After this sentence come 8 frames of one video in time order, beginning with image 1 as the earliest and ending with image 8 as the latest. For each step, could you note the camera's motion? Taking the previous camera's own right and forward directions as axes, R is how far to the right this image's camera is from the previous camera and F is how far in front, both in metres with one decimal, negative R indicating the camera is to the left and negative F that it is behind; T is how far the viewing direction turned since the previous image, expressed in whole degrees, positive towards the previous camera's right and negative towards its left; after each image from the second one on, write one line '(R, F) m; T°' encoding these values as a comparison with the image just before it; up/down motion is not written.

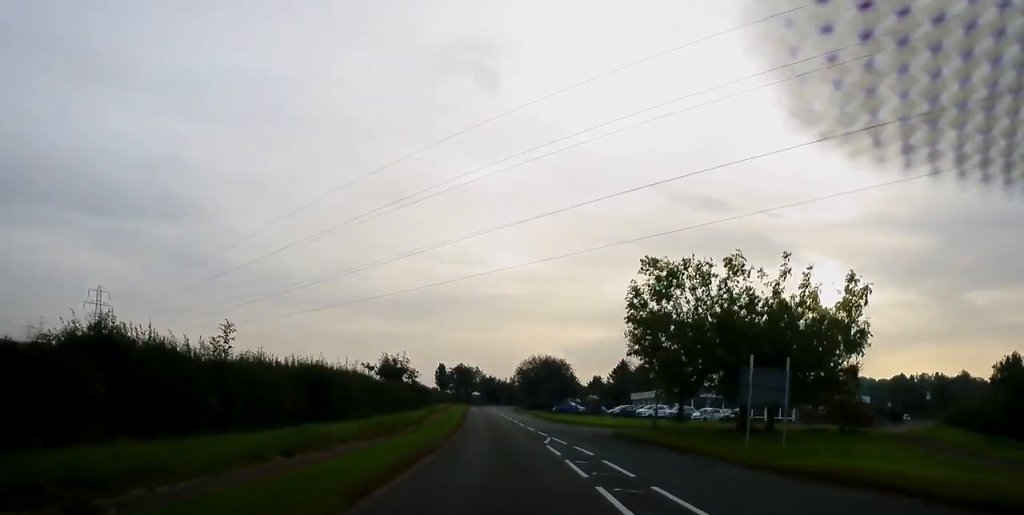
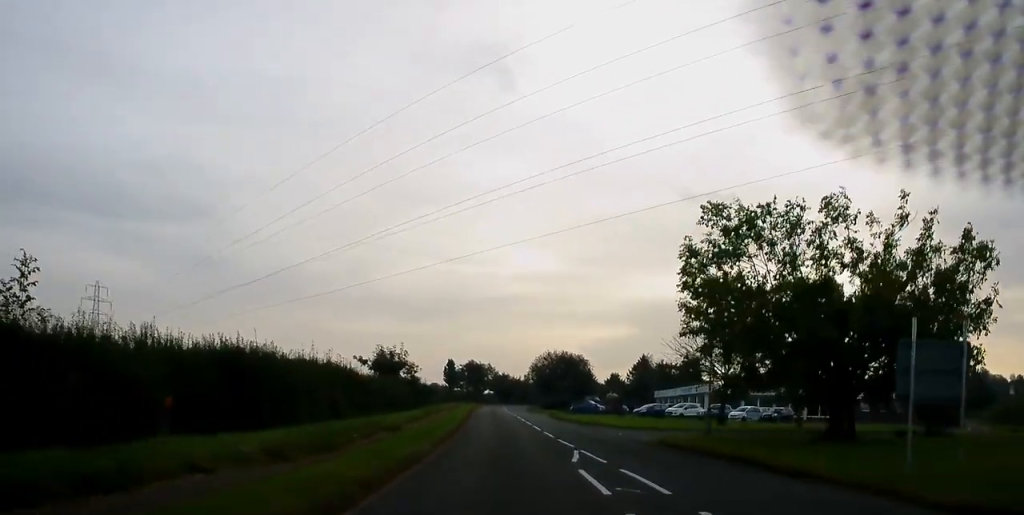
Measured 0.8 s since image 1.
(-0.3, +9.1) m; -2°
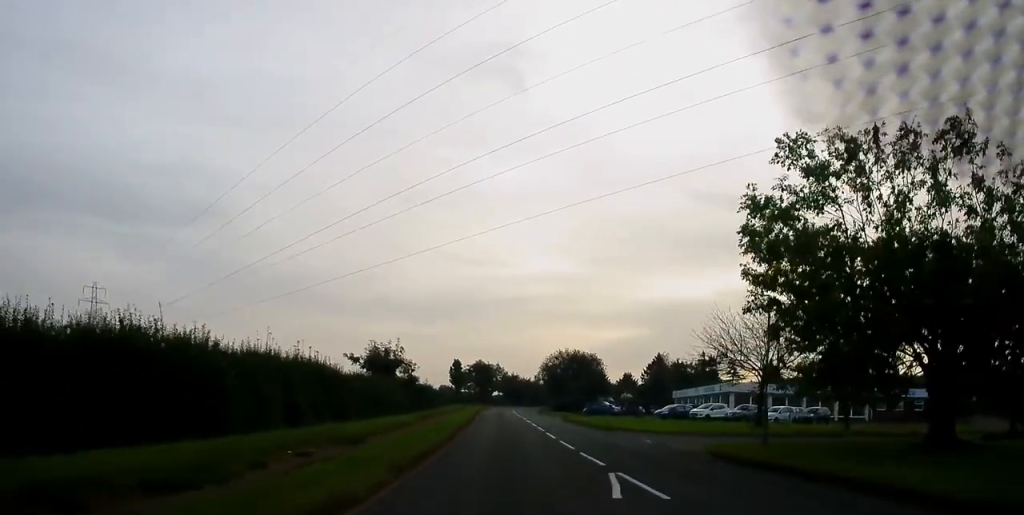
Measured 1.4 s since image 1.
(0.0, +6.6) m; 0°
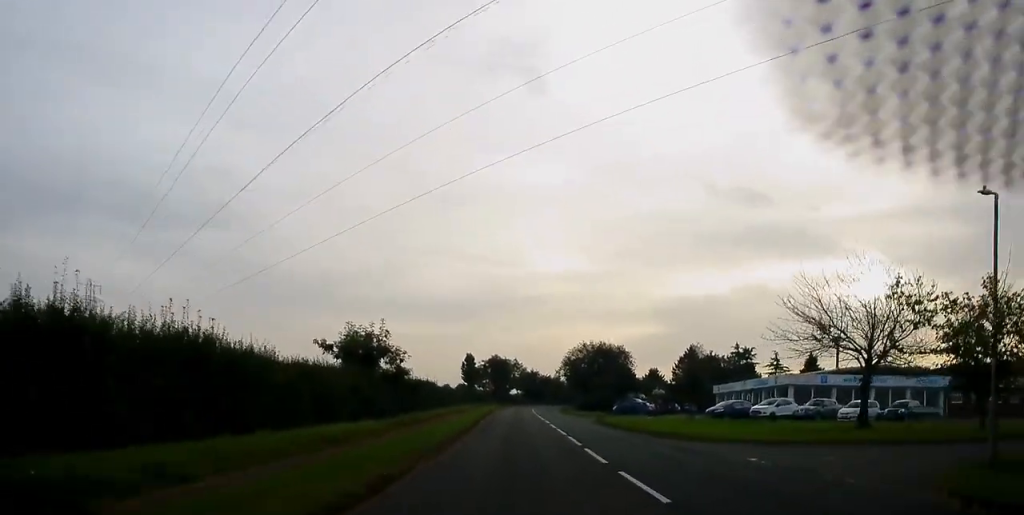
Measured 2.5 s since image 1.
(0.0, +12.6) m; 0°
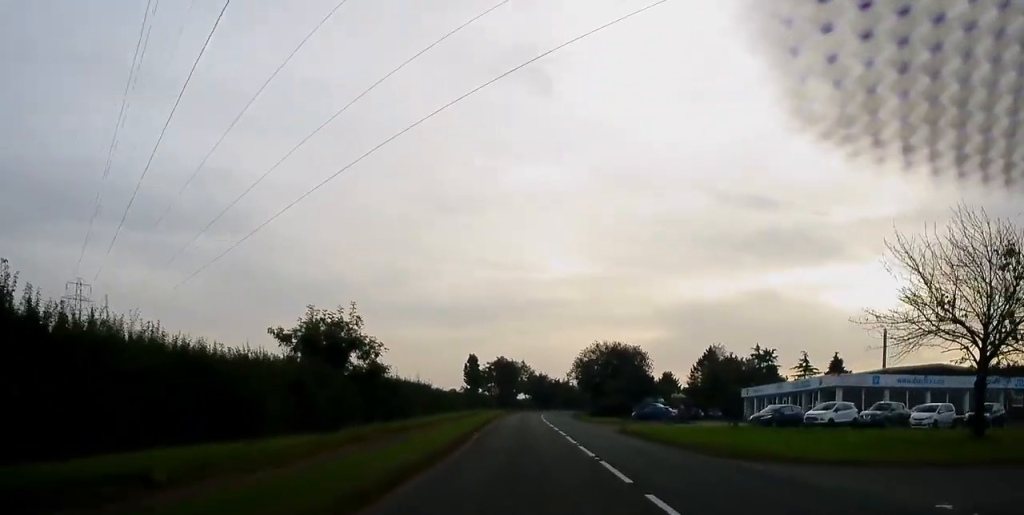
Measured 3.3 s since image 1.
(0.0, +9.2) m; -2°
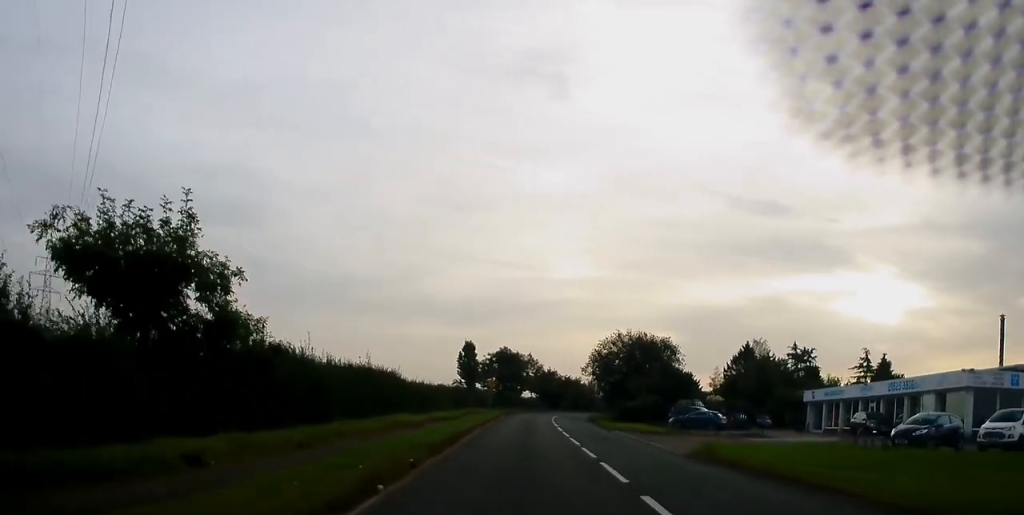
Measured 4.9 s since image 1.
(-0.5, +18.2) m; -1°
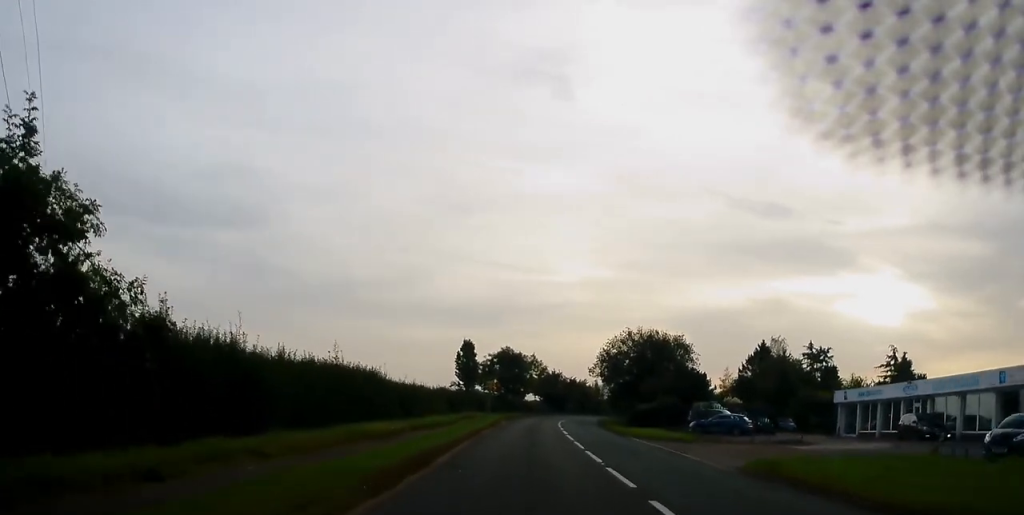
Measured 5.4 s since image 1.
(+0.3, +6.3) m; 0°
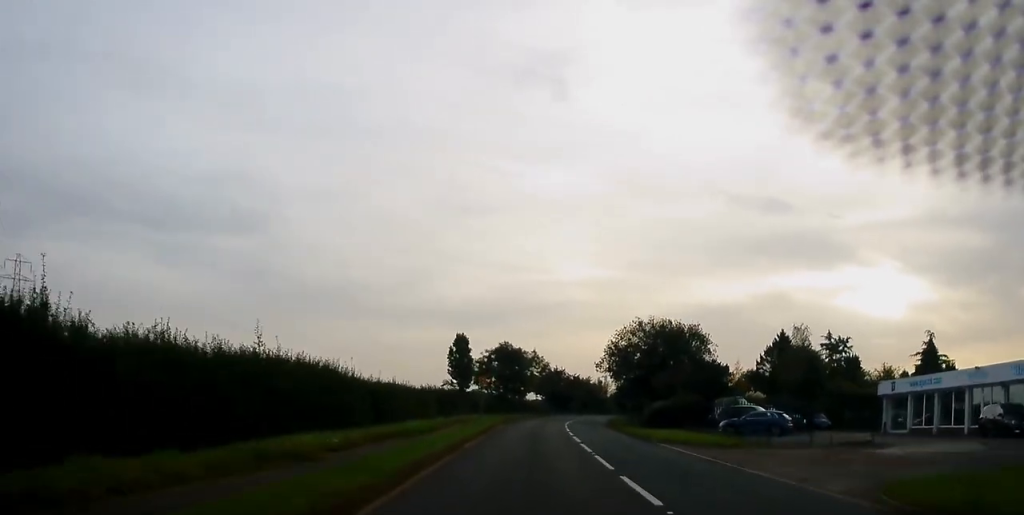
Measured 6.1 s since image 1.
(-0.1, +8.2) m; 0°
